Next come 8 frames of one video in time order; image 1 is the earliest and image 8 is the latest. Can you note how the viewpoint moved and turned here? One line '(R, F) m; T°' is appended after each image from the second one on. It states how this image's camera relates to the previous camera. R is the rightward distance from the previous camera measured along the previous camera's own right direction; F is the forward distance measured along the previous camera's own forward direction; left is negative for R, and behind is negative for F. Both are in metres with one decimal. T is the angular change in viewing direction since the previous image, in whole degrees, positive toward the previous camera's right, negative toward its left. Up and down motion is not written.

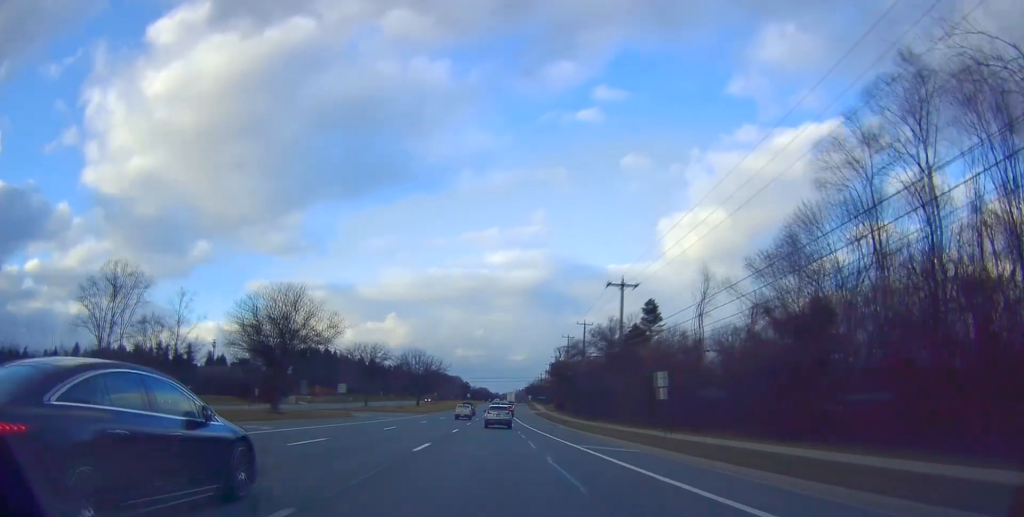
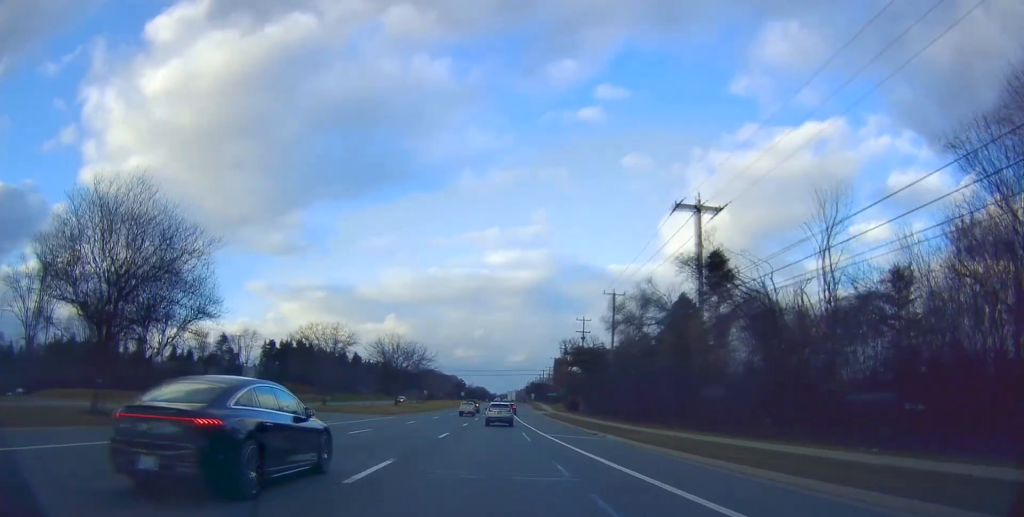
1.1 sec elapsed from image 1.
(+0.5, +23.4) m; 0°
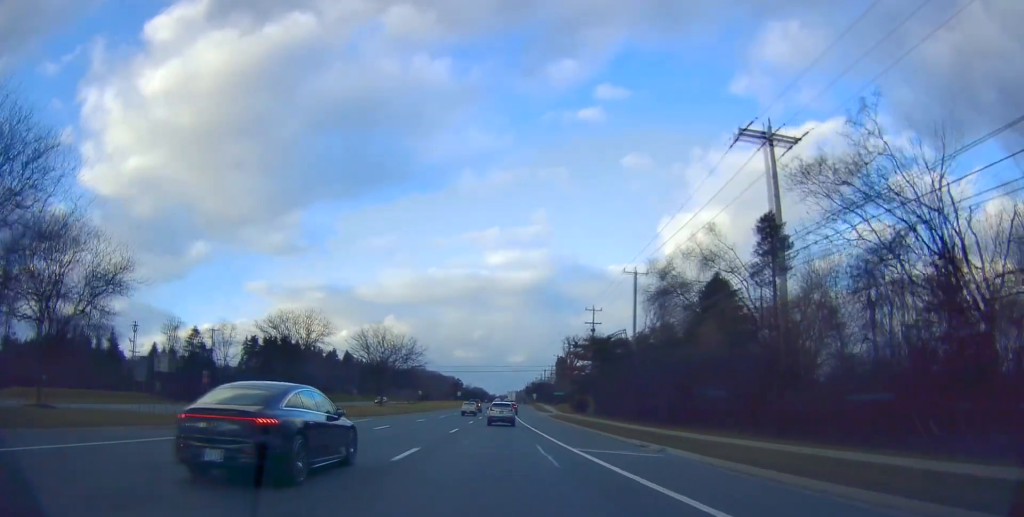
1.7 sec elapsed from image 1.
(0.0, +11.0) m; 0°
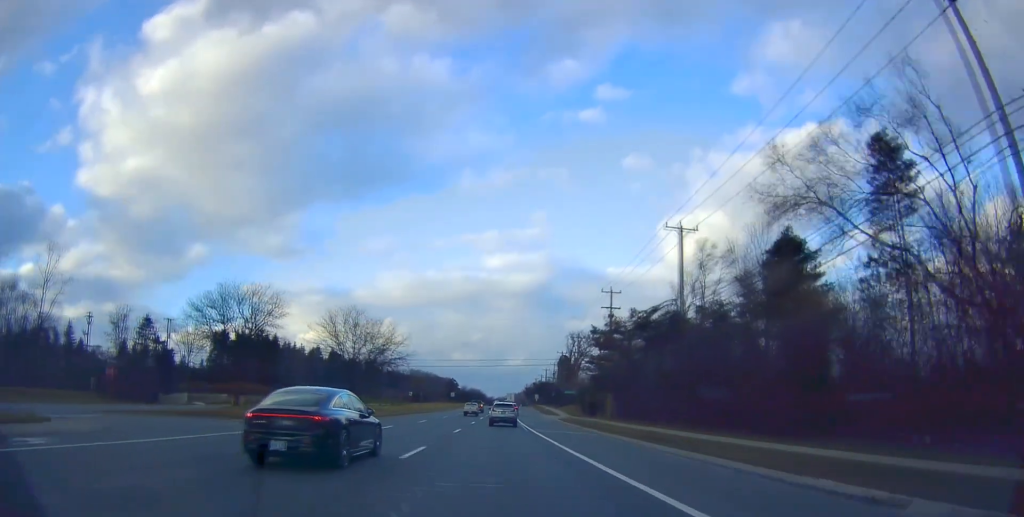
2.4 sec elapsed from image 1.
(-0.5, +15.2) m; -1°
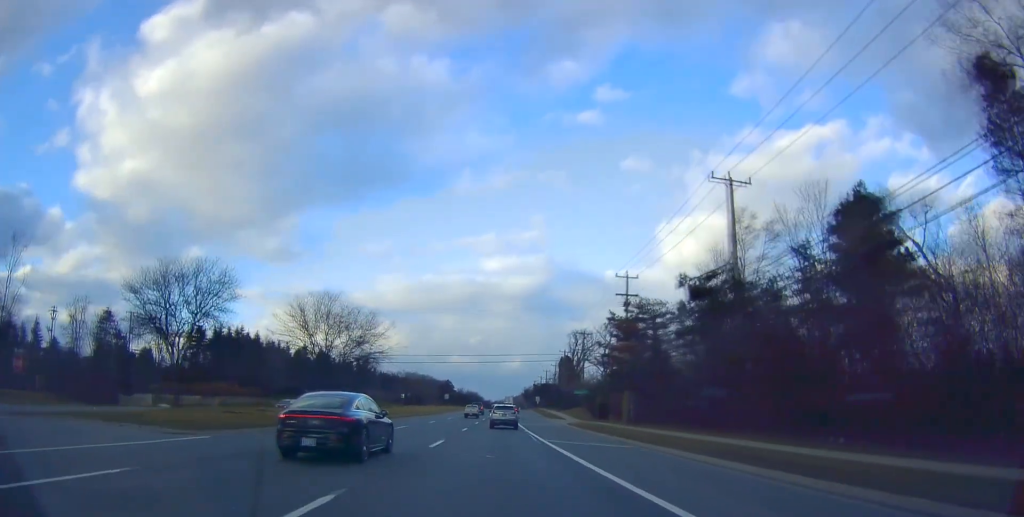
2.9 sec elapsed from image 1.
(+0.2, +10.1) m; 0°
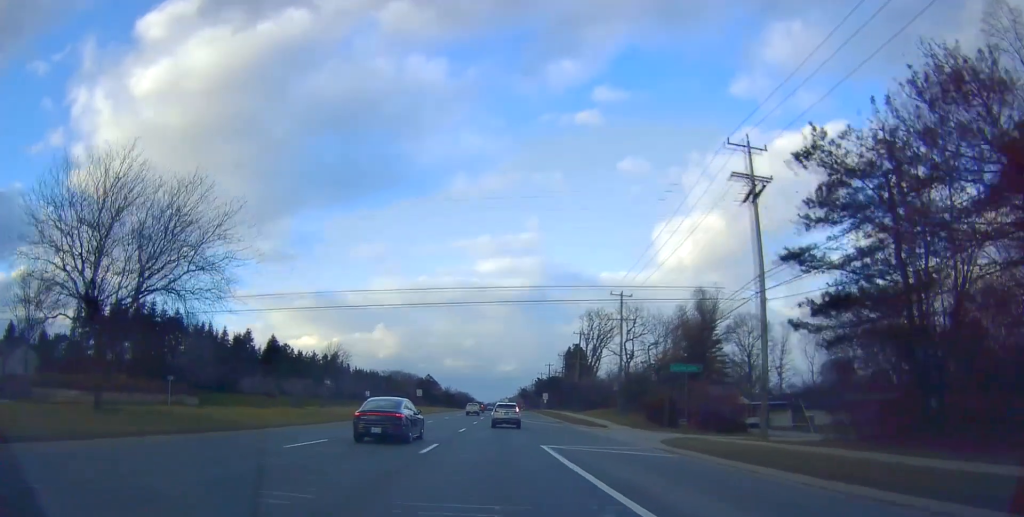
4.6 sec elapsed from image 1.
(0.0, +33.9) m; +1°
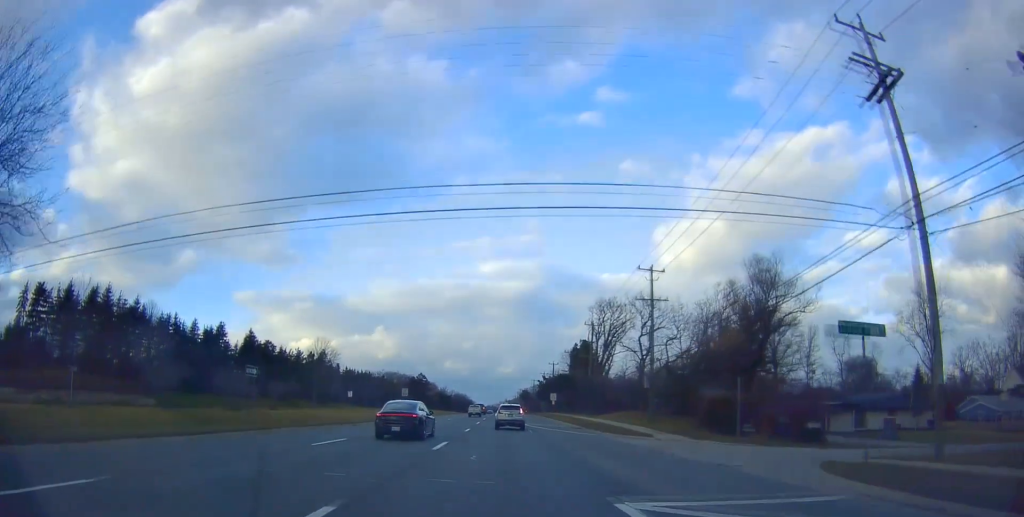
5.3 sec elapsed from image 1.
(+0.5, +13.1) m; +1°
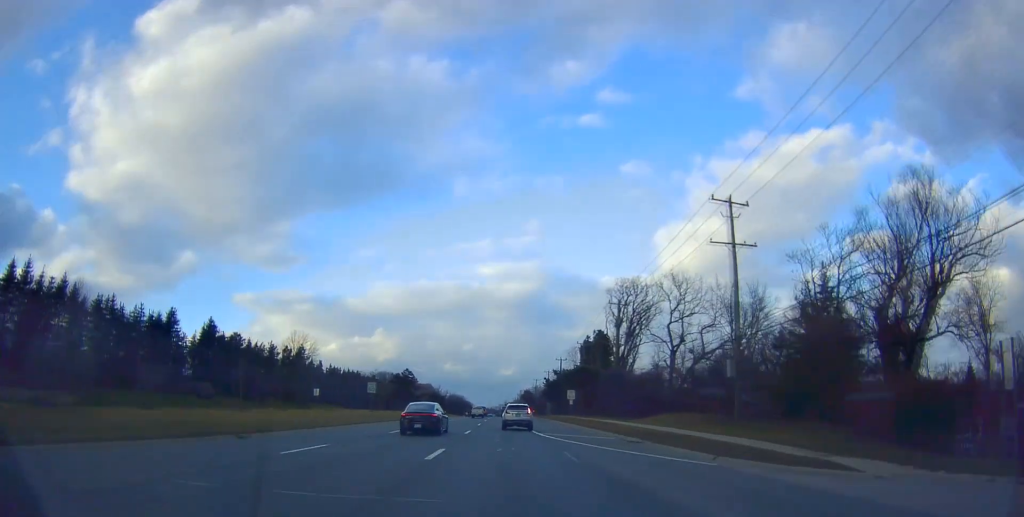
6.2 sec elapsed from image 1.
(-0.3, +18.9) m; 0°
